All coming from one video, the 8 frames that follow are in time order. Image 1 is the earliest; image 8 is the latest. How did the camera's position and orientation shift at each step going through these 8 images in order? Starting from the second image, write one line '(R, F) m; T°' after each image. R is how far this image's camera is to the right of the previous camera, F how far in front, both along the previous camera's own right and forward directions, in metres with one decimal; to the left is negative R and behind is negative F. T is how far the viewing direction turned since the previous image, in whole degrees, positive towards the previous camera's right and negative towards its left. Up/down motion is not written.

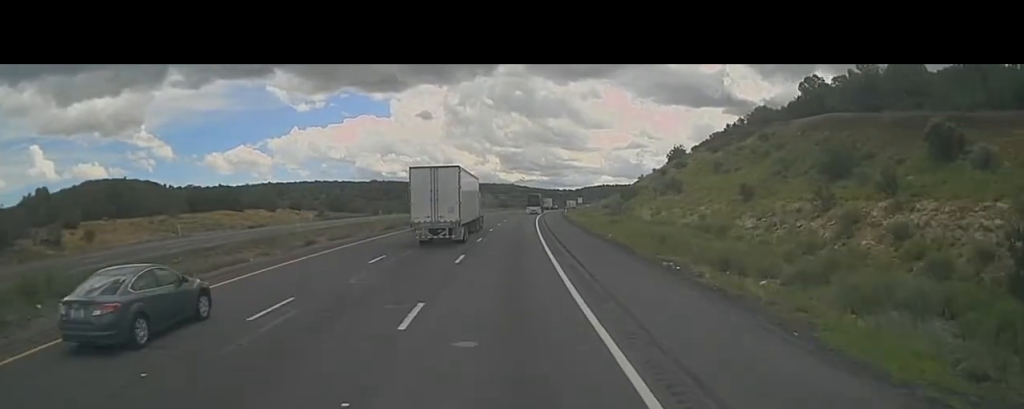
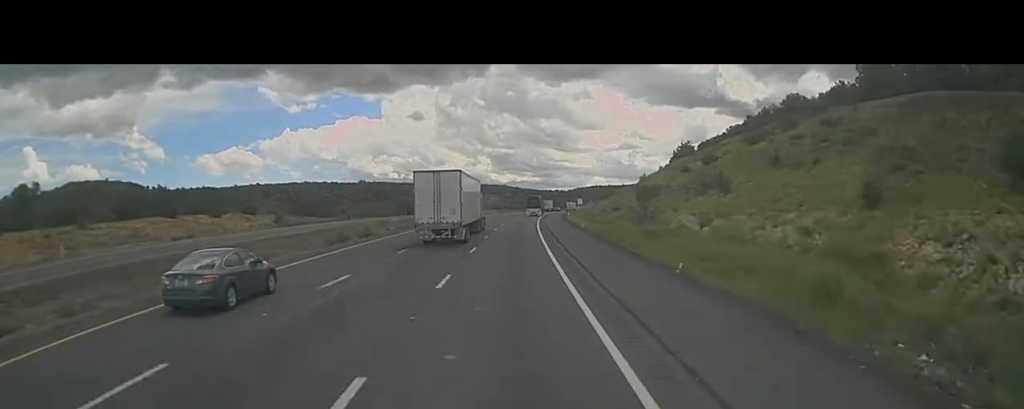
(+0.1, +18.1) m; 0°
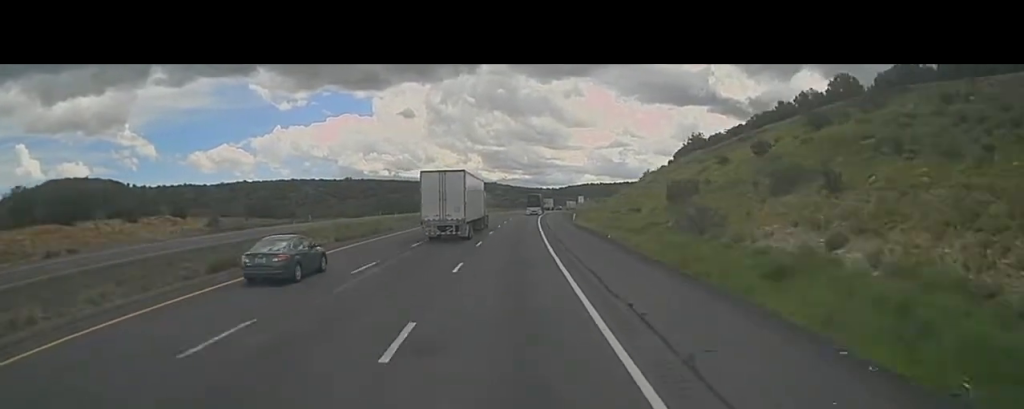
(0.0, +21.4) m; +1°
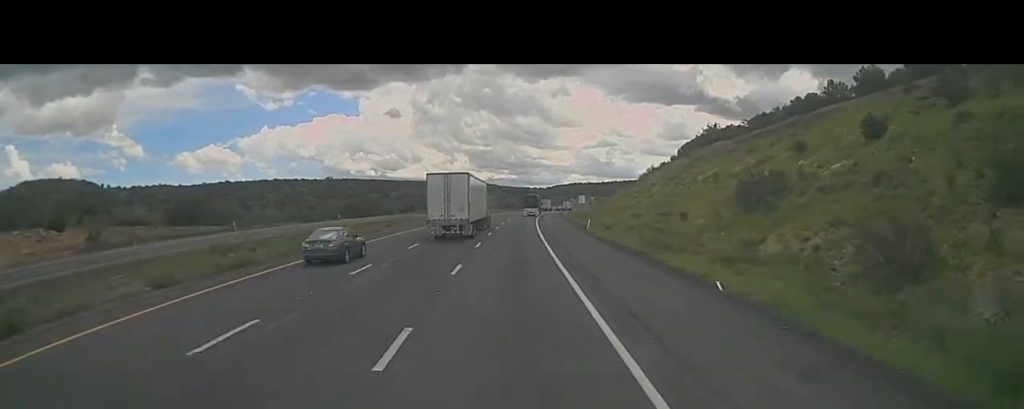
(+0.5, +24.0) m; +2°
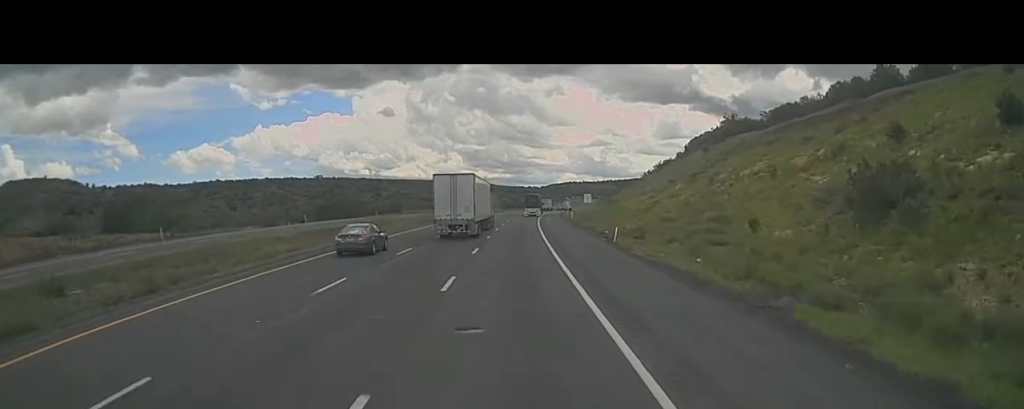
(+0.2, +16.7) m; 0°
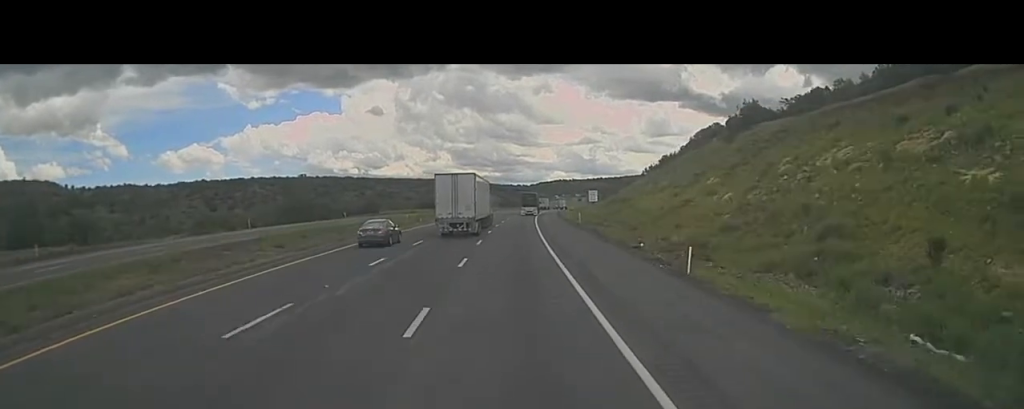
(+0.1, +16.7) m; 0°
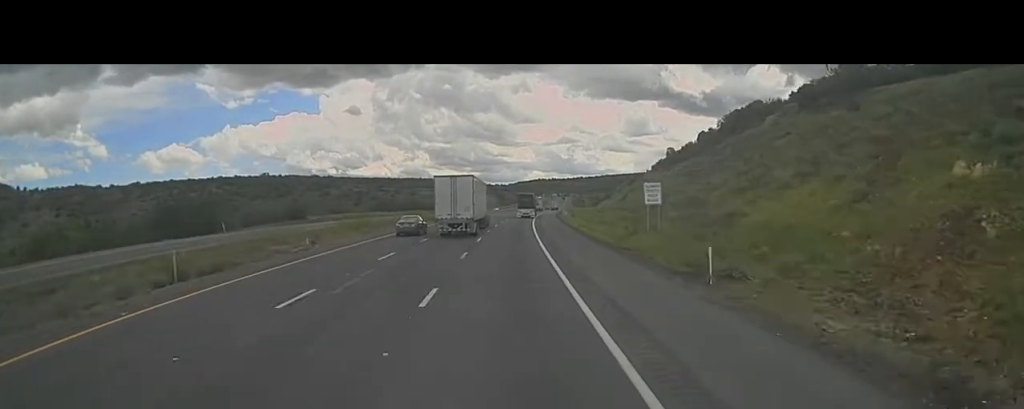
(+0.6, +44.8) m; +3°
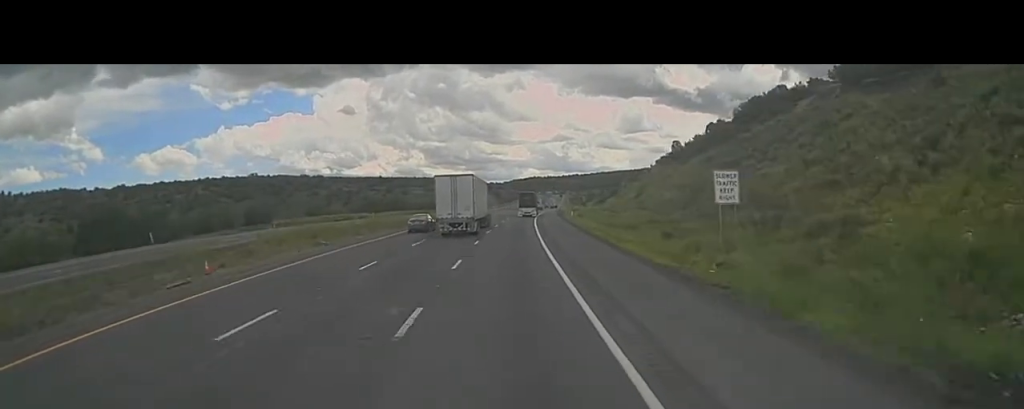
(+0.3, +15.0) m; 0°
